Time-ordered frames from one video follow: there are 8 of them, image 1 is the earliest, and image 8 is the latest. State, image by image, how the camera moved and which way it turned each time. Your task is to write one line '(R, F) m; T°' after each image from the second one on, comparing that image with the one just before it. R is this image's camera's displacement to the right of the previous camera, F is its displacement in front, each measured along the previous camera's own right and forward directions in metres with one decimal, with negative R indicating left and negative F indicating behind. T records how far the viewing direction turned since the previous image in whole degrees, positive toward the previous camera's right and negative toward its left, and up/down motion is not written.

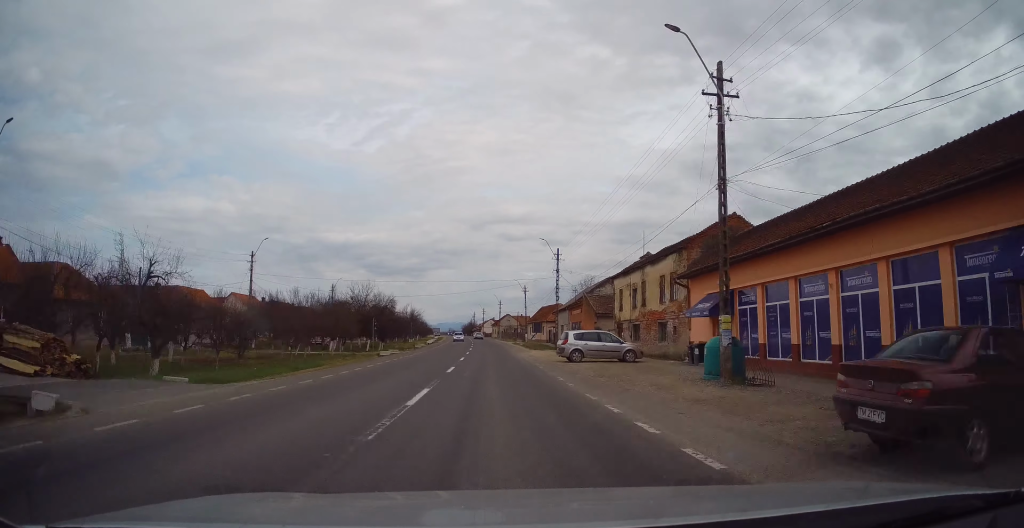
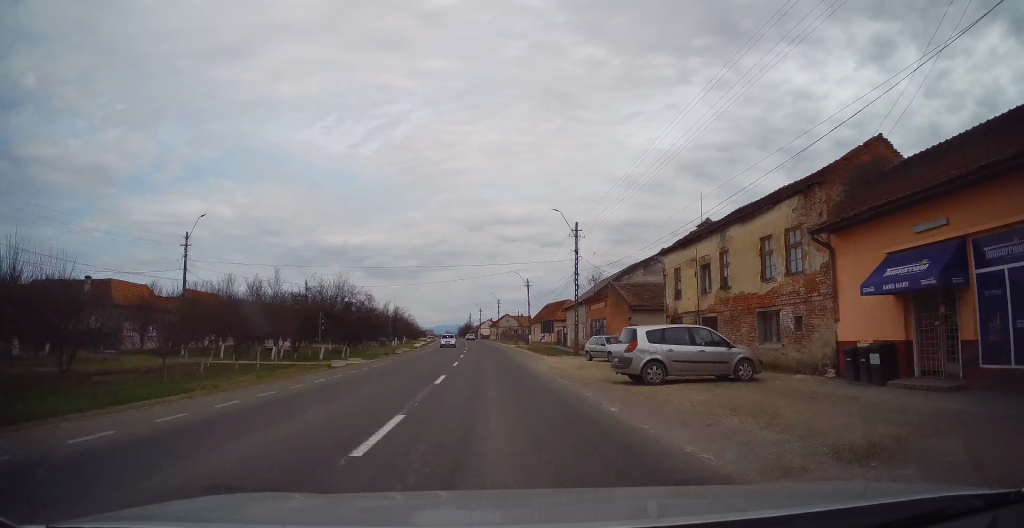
(0.0, +12.9) m; 0°
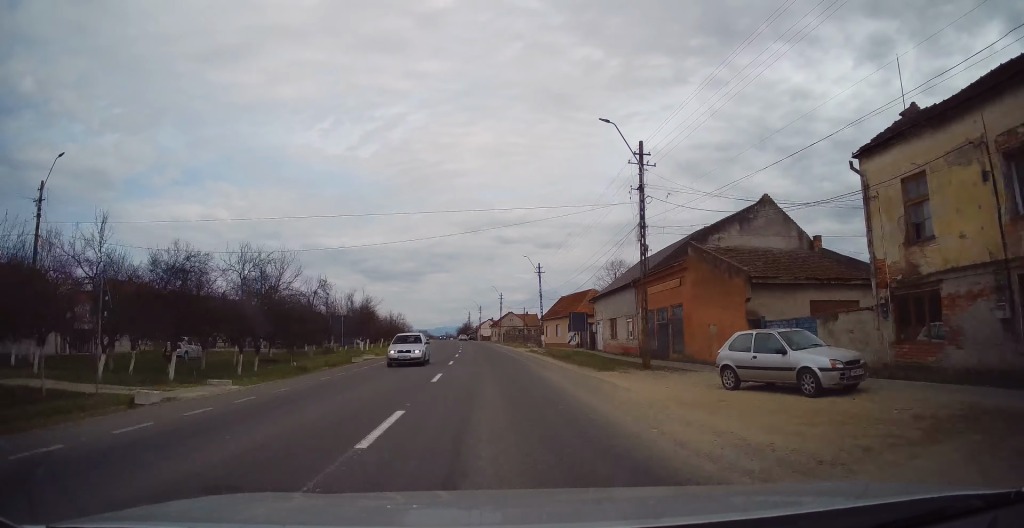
(0.0, +17.5) m; -1°
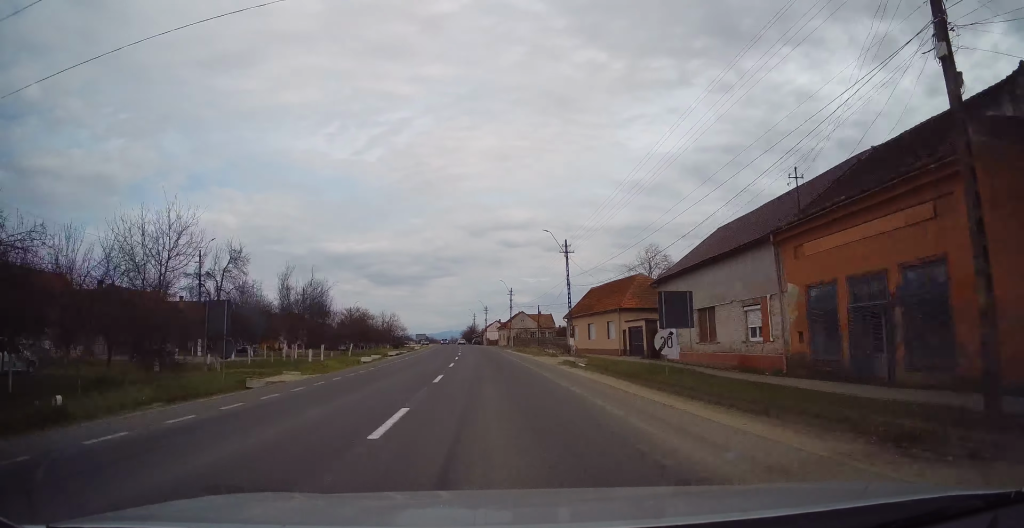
(-0.5, +16.8) m; 0°
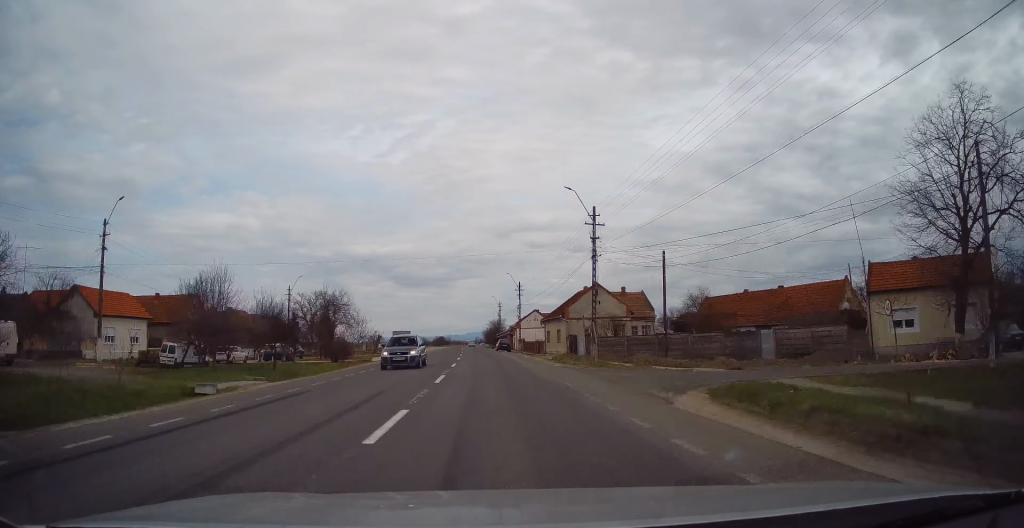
(+0.3, +53.4) m; -2°
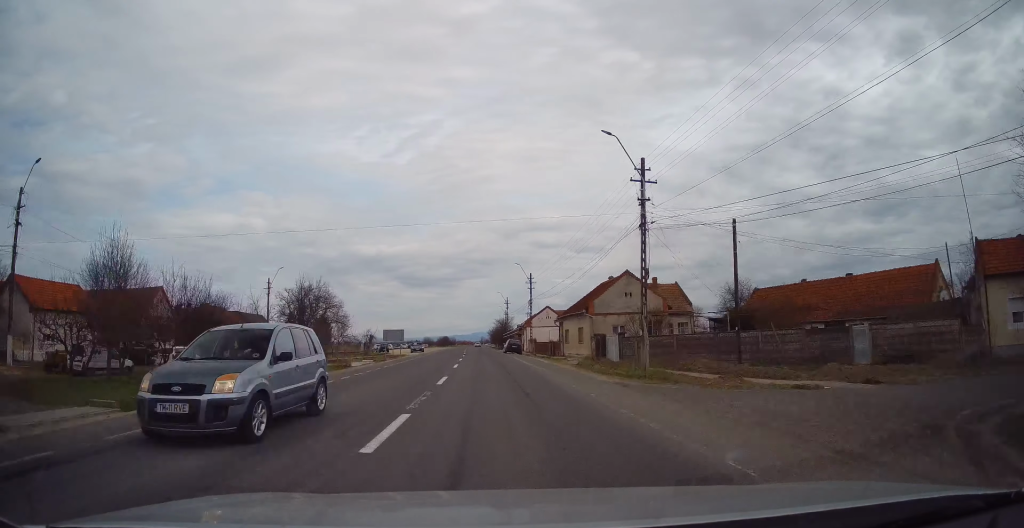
(-0.1, +9.4) m; -1°
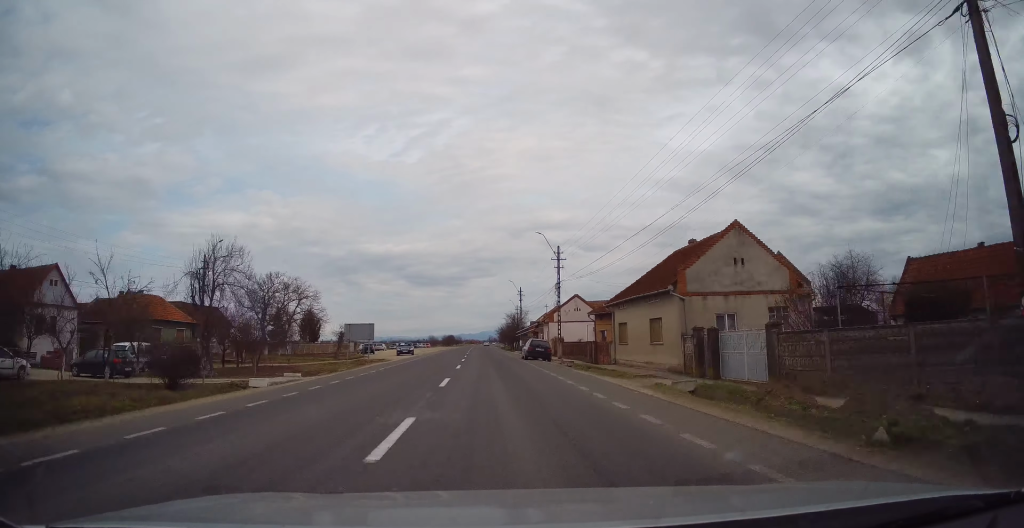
(0.0, +18.1) m; -2°
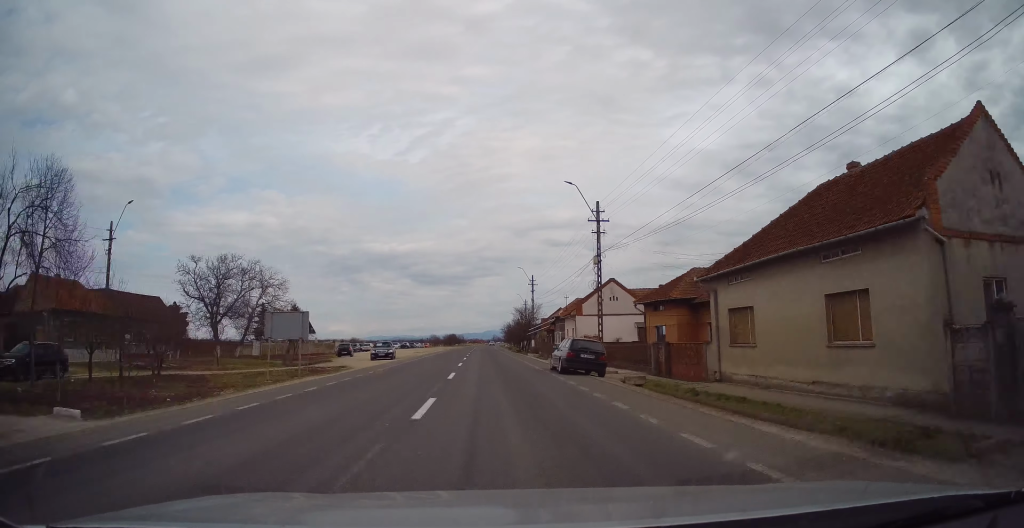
(-0.4, +15.0) m; 0°
